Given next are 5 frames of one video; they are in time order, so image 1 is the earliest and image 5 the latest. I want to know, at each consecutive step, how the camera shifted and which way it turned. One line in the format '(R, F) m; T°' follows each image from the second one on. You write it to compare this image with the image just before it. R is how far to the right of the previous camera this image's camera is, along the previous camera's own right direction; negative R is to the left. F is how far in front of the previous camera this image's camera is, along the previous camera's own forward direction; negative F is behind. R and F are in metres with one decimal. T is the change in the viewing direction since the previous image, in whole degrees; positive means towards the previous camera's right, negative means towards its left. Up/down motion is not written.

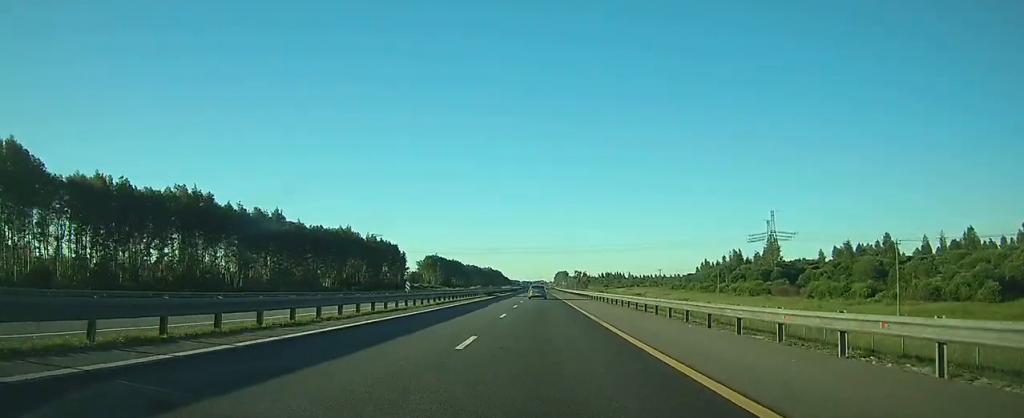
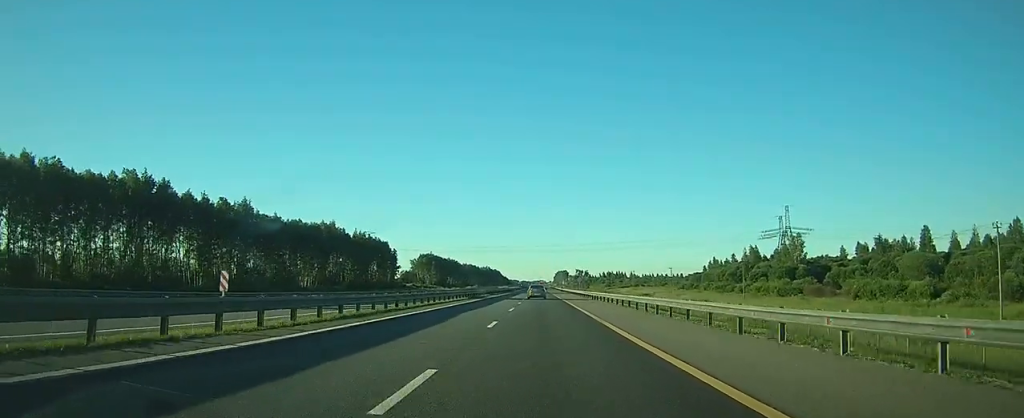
(0.0, +18.0) m; 0°
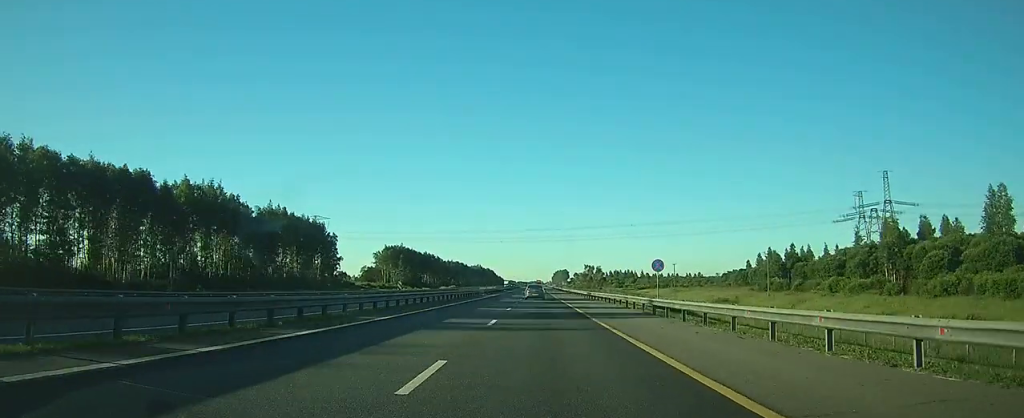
(0.0, +83.4) m; 0°
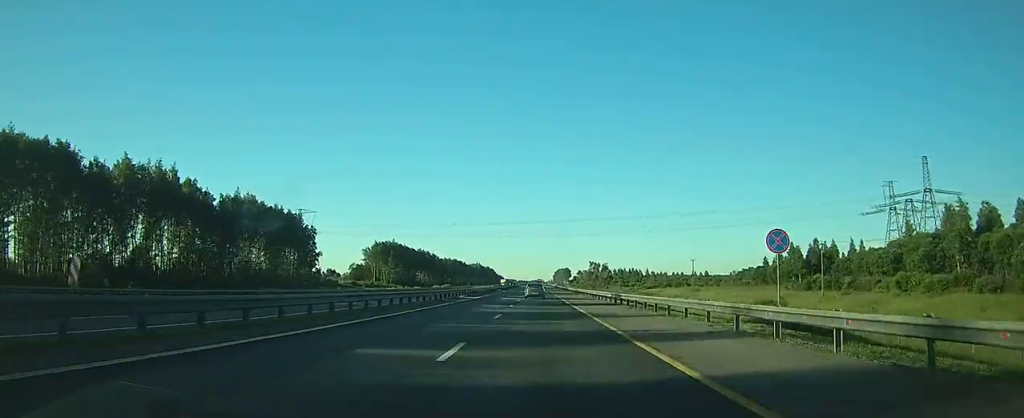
(0.0, +21.4) m; 0°
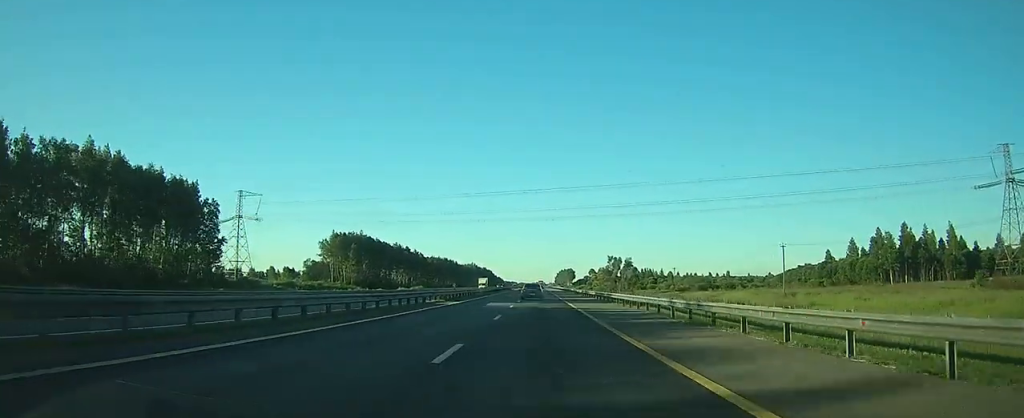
(+0.1, +60.6) m; 0°
